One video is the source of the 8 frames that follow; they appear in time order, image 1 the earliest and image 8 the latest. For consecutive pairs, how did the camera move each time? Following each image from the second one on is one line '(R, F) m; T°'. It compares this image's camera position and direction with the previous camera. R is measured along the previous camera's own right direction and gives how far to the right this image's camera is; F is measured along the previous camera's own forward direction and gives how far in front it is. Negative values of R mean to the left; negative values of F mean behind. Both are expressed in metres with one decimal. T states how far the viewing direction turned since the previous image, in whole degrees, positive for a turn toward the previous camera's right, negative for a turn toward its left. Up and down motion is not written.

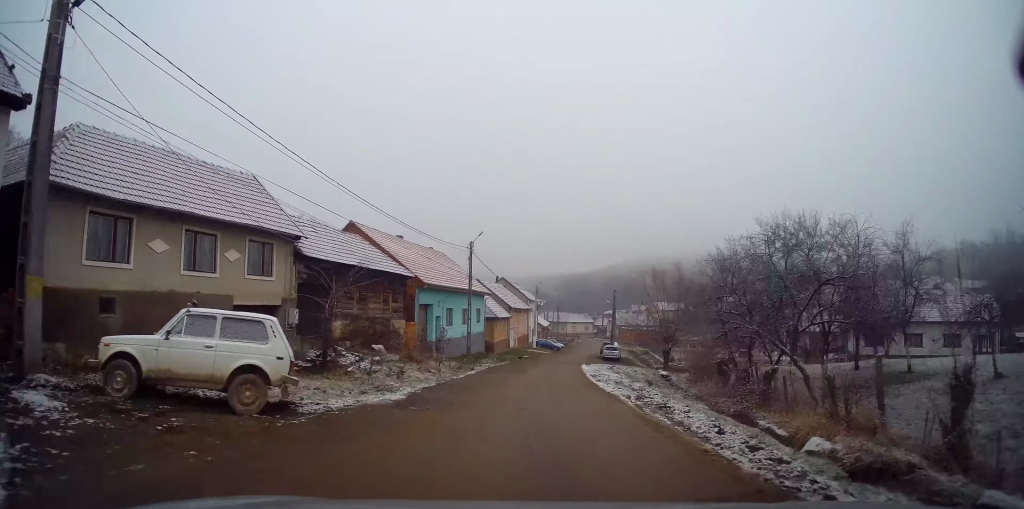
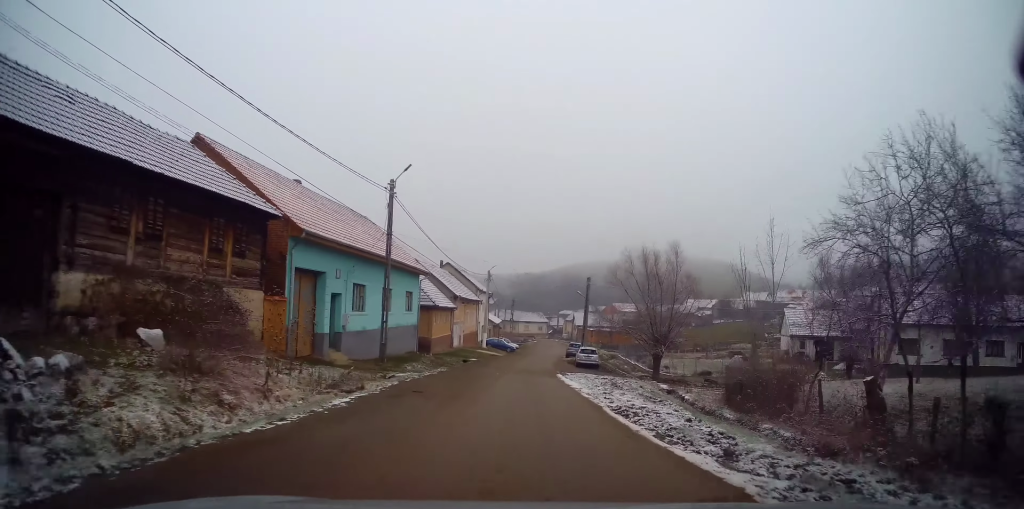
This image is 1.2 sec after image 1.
(+0.4, +13.8) m; +2°
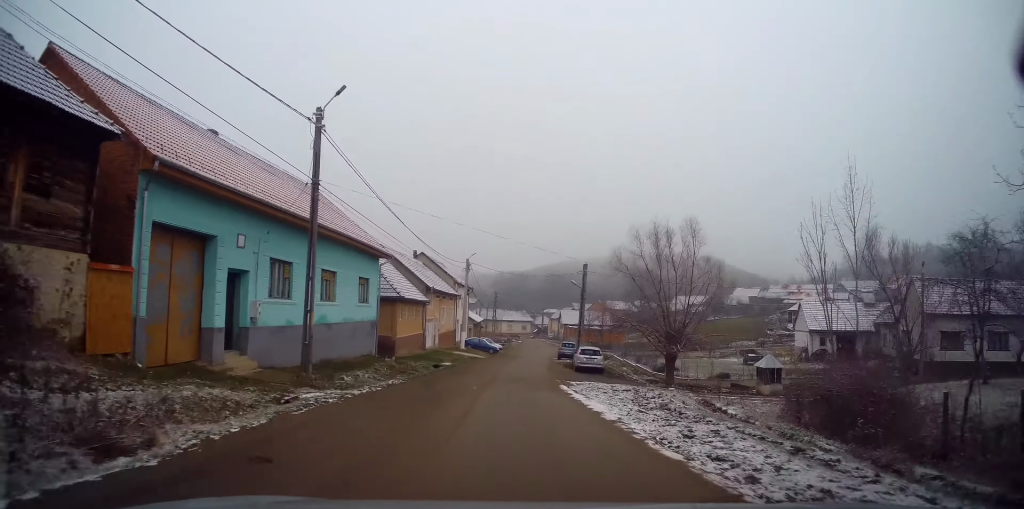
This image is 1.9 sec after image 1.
(0.0, +7.7) m; +1°
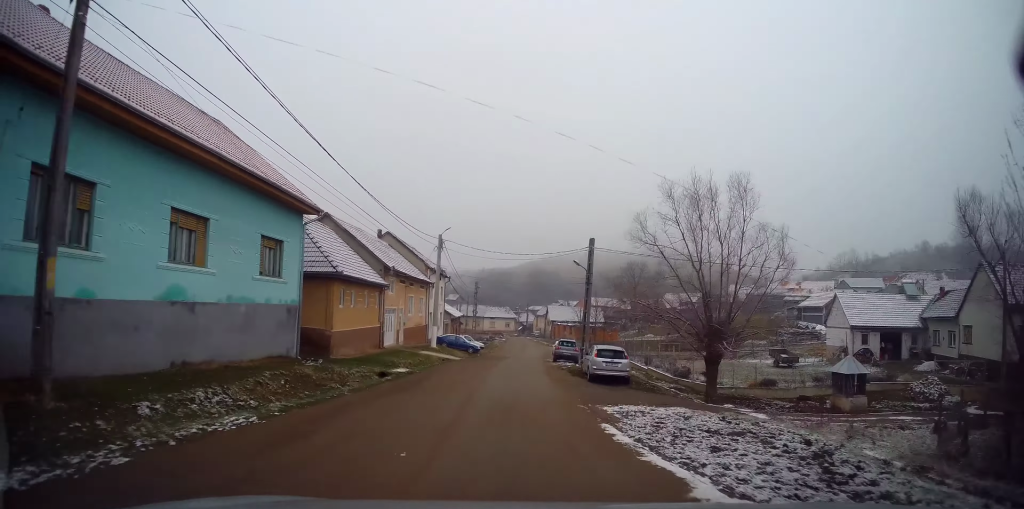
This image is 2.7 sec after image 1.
(+0.2, +10.0) m; +3°
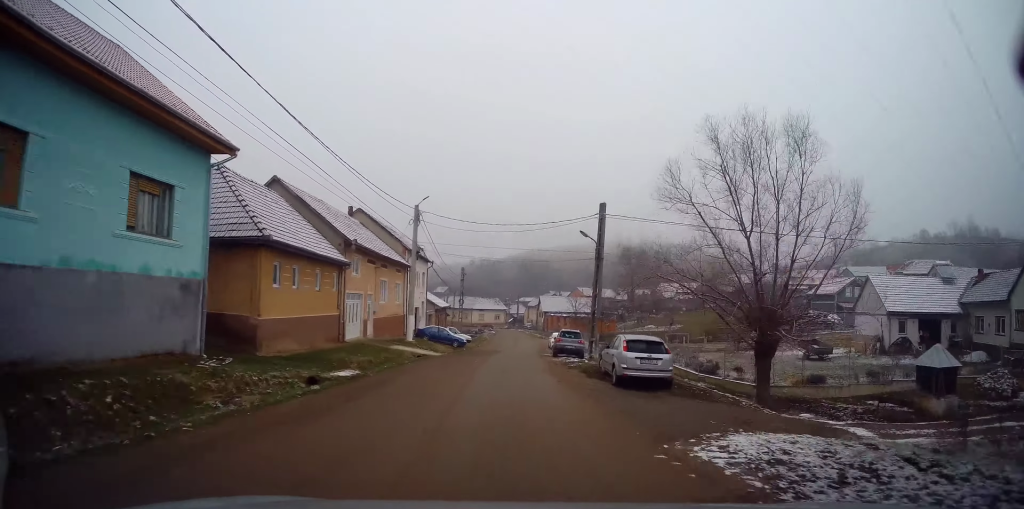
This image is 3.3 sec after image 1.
(+0.2, +6.6) m; +1°
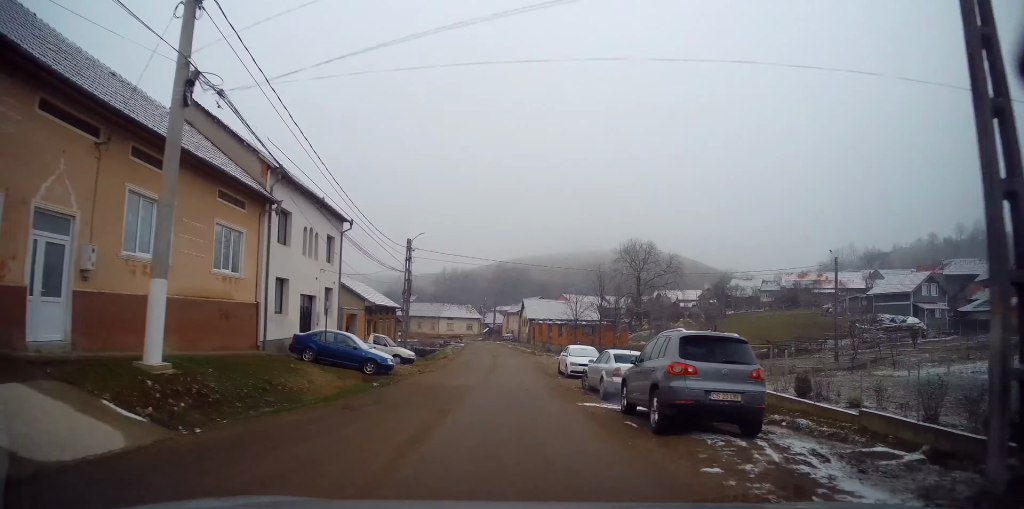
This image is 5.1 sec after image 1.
(+0.3, +23.6) m; +1°
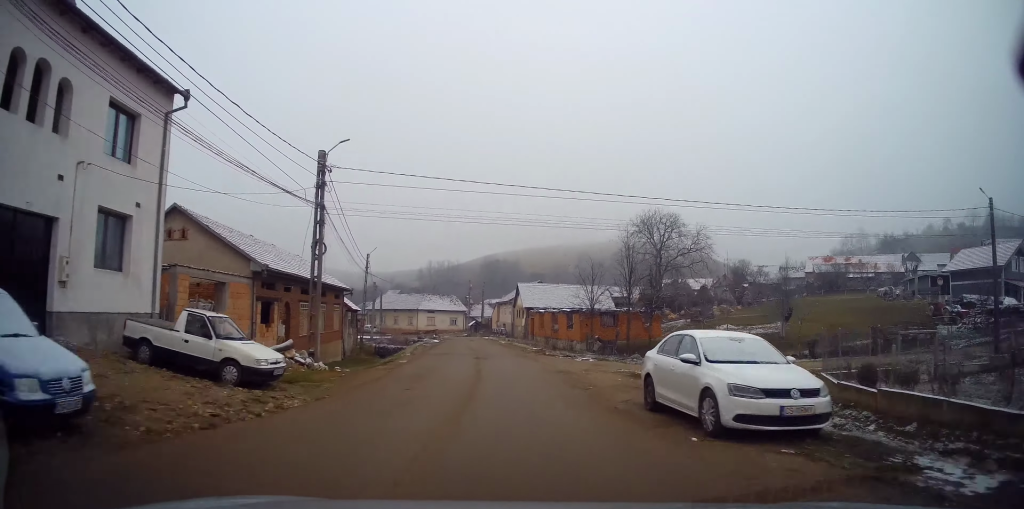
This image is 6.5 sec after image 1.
(+0.1, +17.0) m; +1°
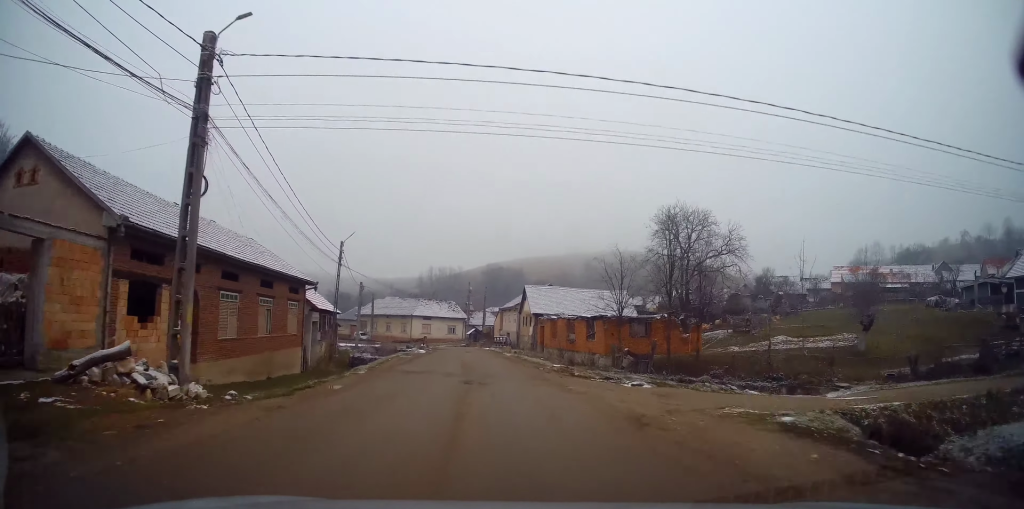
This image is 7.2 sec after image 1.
(+0.1, +9.3) m; 0°
